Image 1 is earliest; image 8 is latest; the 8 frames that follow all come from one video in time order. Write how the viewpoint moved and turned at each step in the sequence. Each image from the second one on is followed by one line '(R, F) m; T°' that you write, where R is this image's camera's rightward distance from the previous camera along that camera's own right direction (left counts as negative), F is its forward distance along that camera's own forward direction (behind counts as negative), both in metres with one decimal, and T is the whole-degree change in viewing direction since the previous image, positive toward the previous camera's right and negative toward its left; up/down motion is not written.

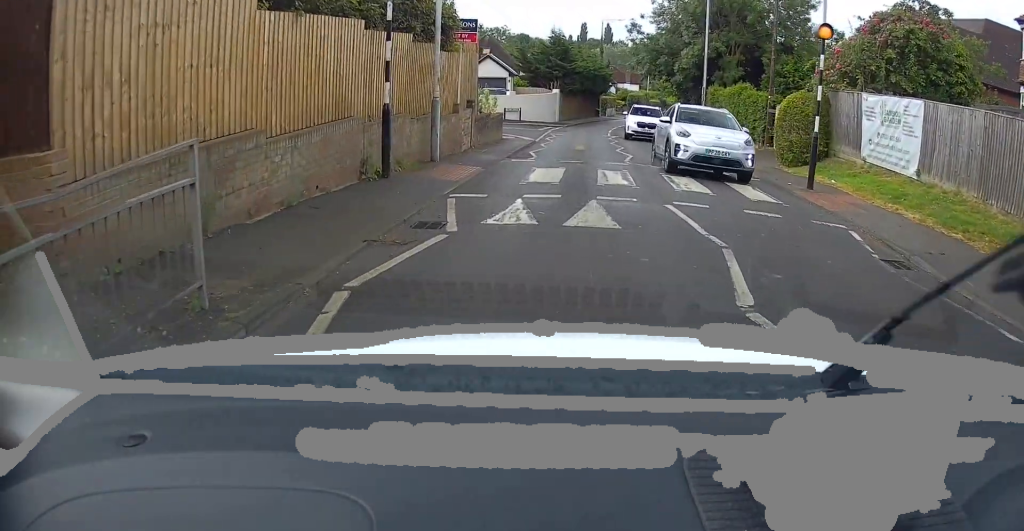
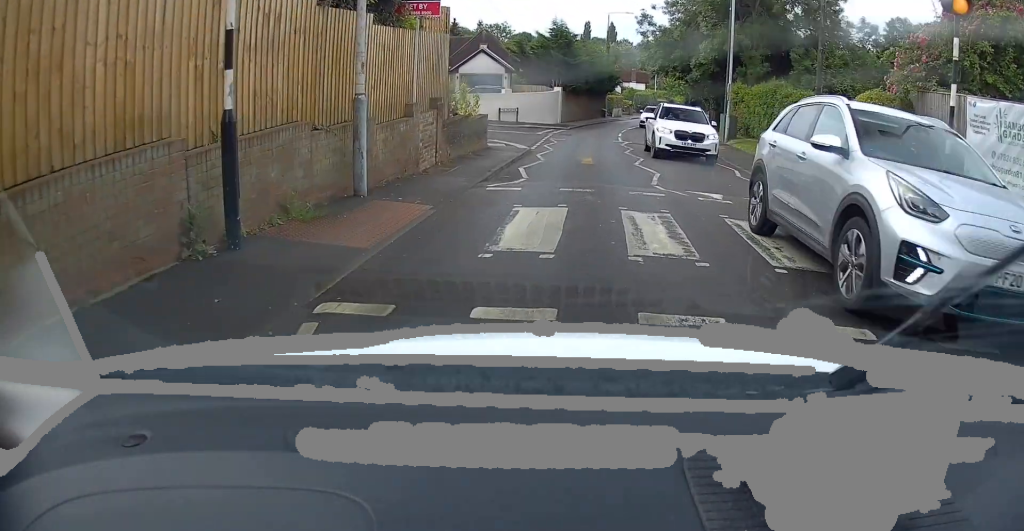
(0.0, +5.6) m; 0°
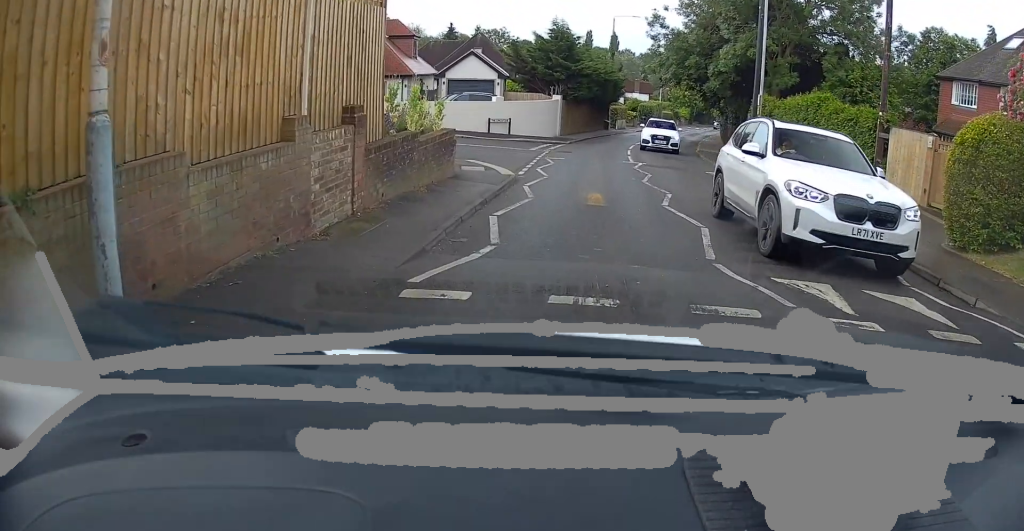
(0.0, +5.2) m; -1°
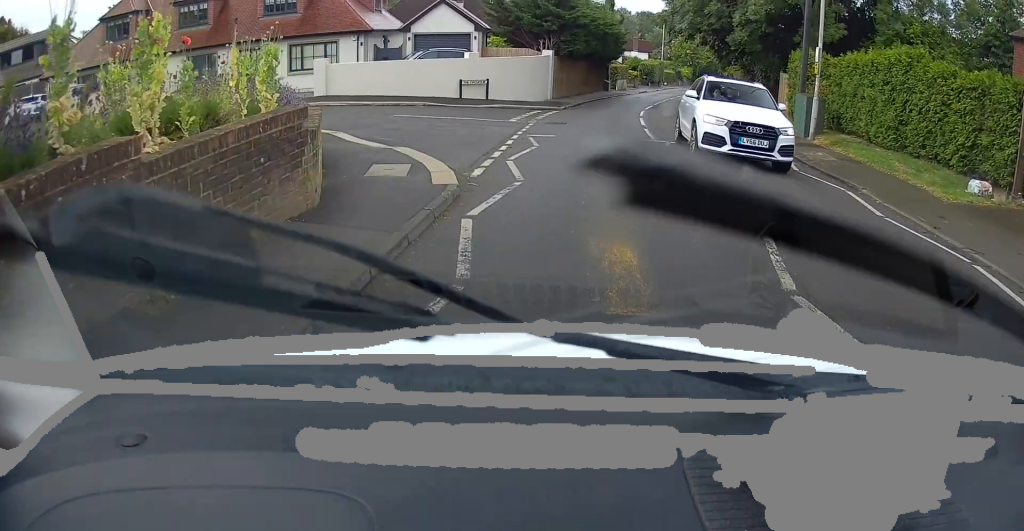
(-0.1, +6.9) m; -2°
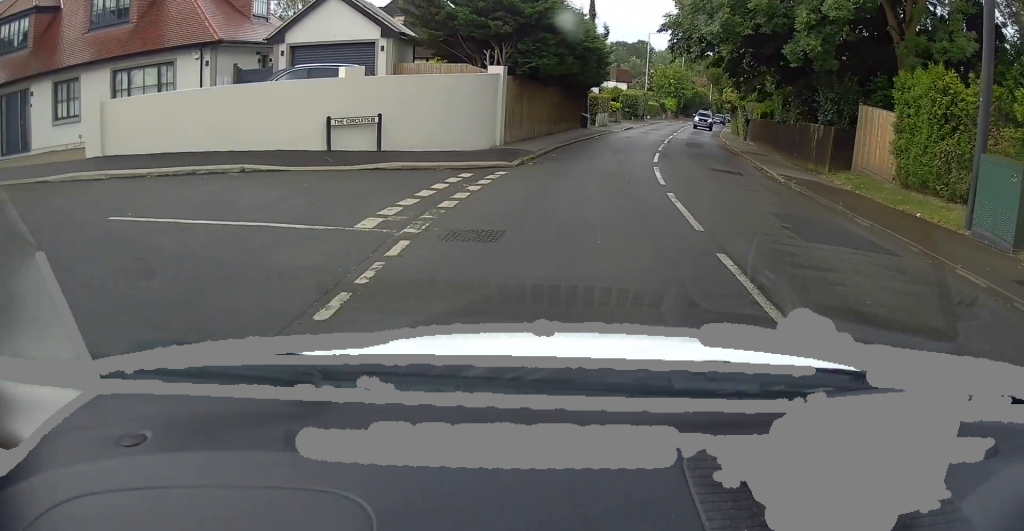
(+0.3, +12.0) m; +4°
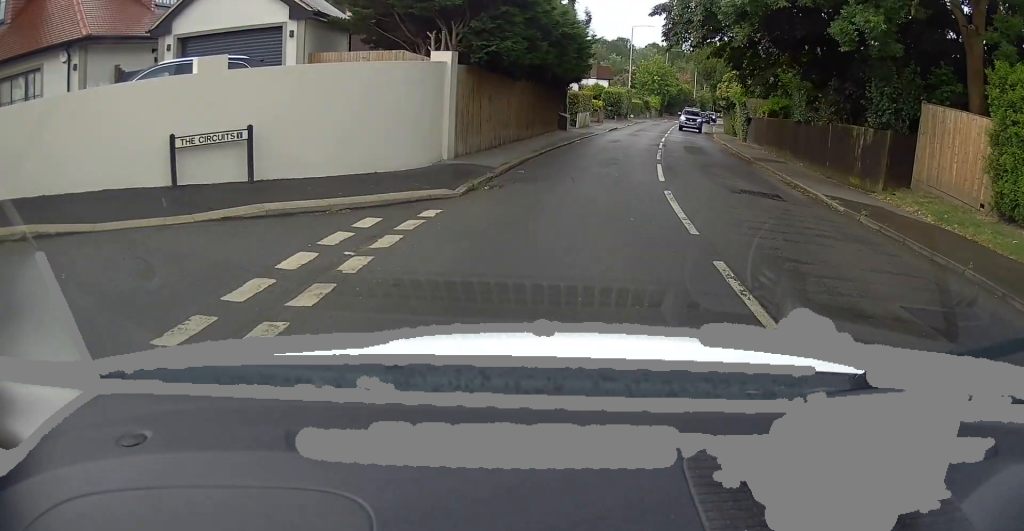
(+0.1, +5.2) m; +2°
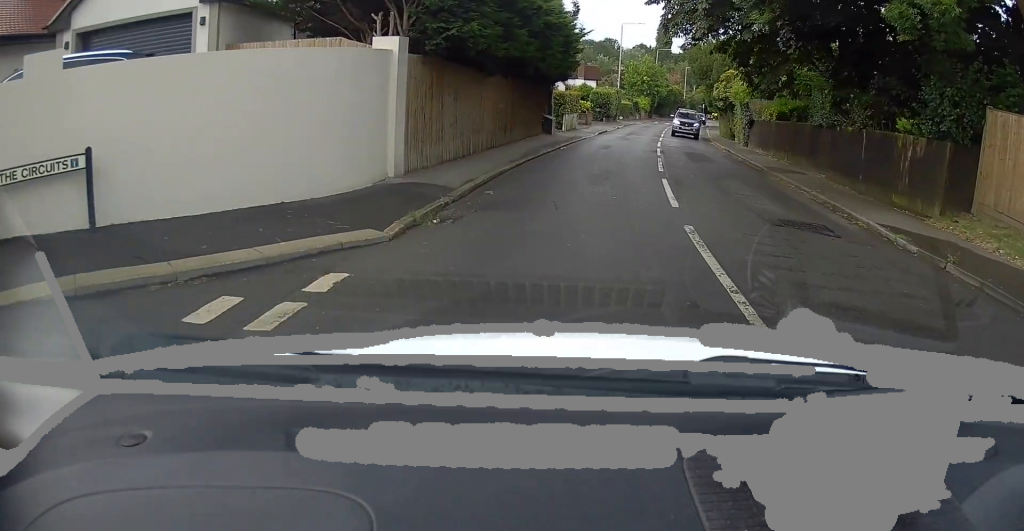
(+0.1, +3.5) m; +1°
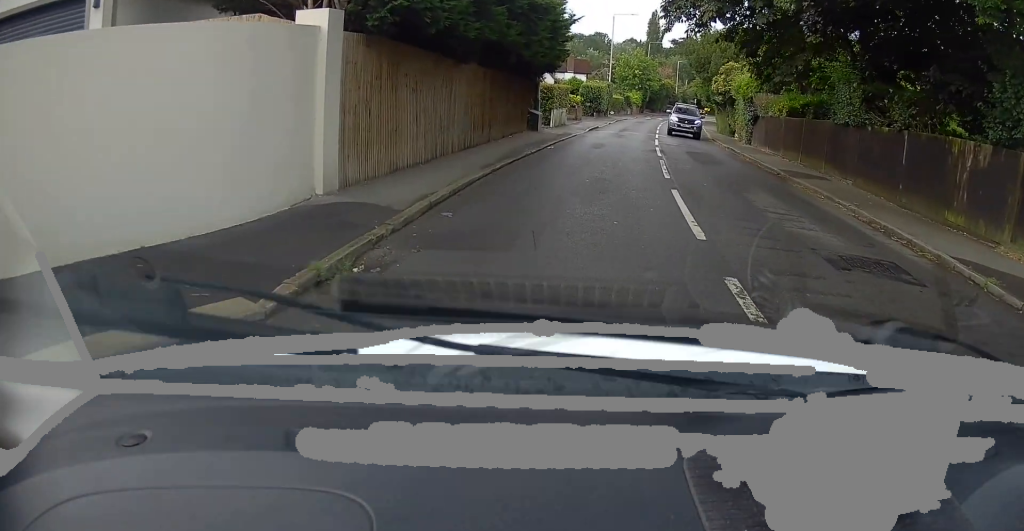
(0.0, +2.9) m; 0°
